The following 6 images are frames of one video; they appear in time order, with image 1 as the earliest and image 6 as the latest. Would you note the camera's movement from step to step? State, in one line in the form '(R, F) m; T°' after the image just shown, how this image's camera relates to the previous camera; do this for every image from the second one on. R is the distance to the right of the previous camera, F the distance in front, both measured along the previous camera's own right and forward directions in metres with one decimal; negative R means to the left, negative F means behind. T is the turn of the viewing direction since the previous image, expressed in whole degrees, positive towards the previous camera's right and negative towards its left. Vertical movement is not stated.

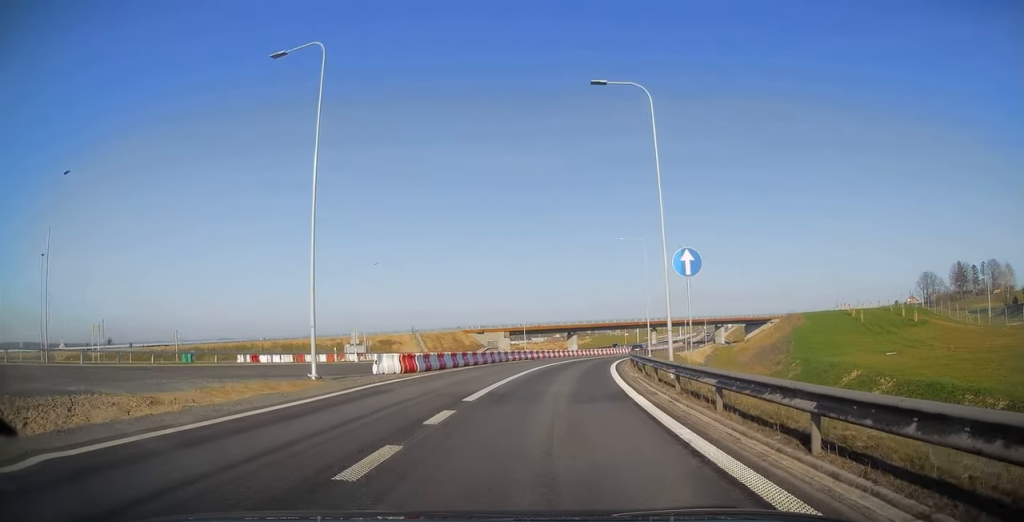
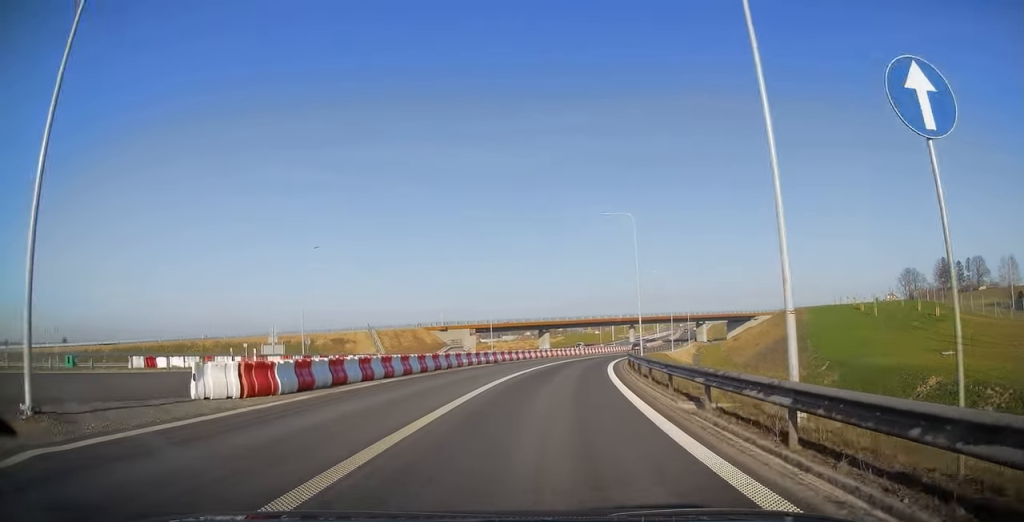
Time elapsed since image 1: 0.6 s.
(0.0, +11.6) m; +2°
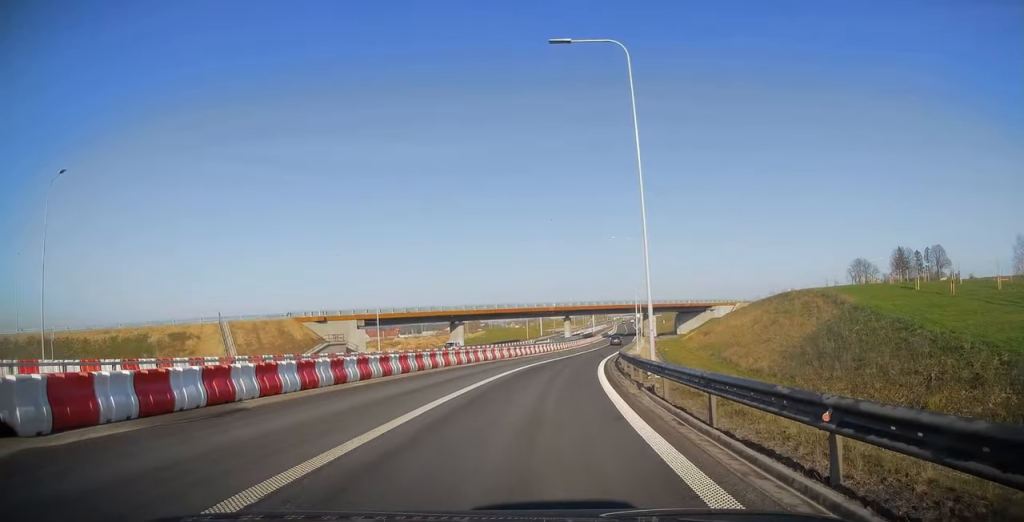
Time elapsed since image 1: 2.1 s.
(+2.2, +30.0) m; +8°
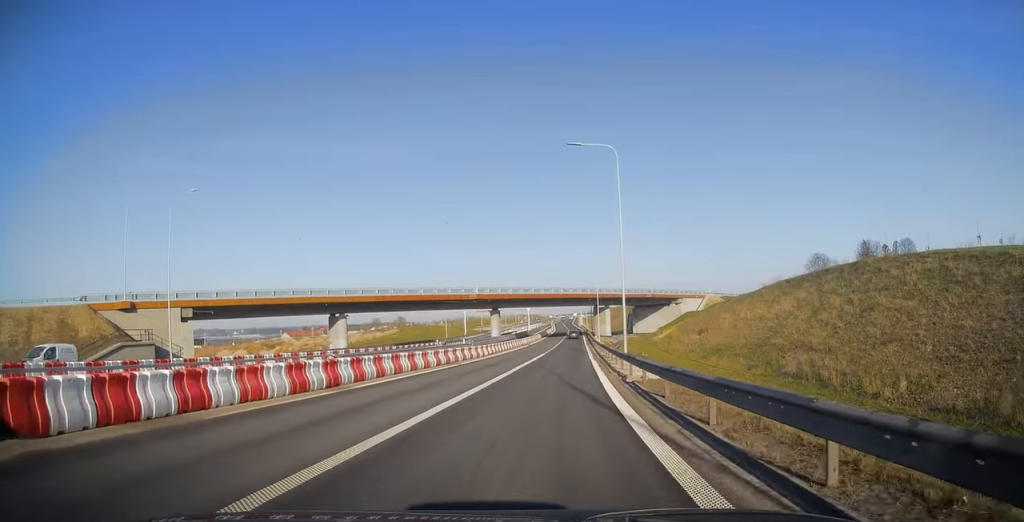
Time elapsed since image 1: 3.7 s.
(+2.1, +32.3) m; +7°
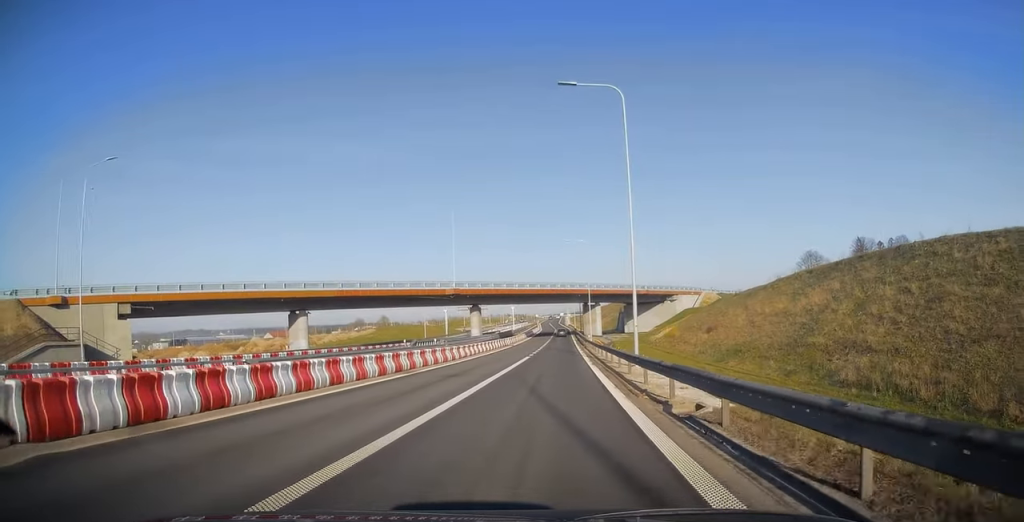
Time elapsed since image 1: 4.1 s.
(+0.2, +8.5) m; 0°
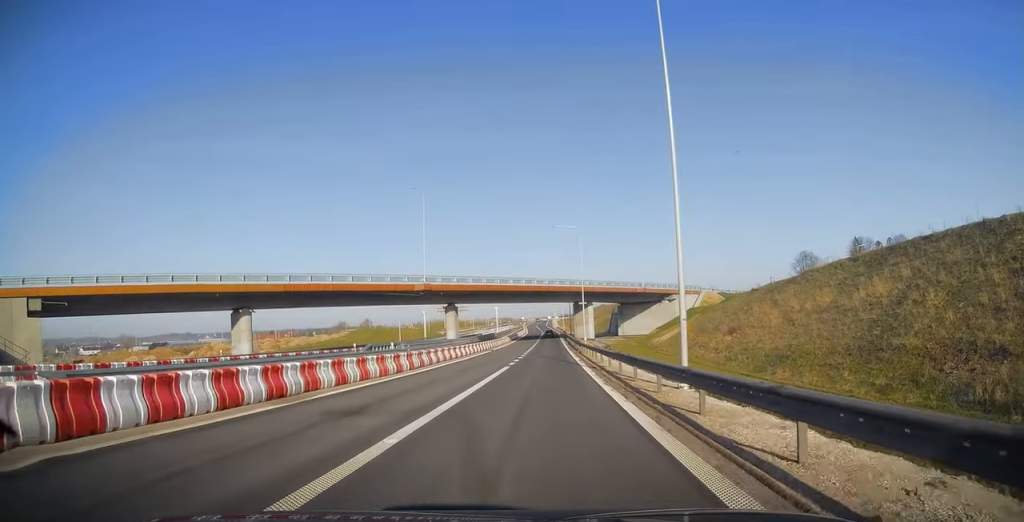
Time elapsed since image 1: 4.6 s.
(+0.1, +10.5) m; +1°
